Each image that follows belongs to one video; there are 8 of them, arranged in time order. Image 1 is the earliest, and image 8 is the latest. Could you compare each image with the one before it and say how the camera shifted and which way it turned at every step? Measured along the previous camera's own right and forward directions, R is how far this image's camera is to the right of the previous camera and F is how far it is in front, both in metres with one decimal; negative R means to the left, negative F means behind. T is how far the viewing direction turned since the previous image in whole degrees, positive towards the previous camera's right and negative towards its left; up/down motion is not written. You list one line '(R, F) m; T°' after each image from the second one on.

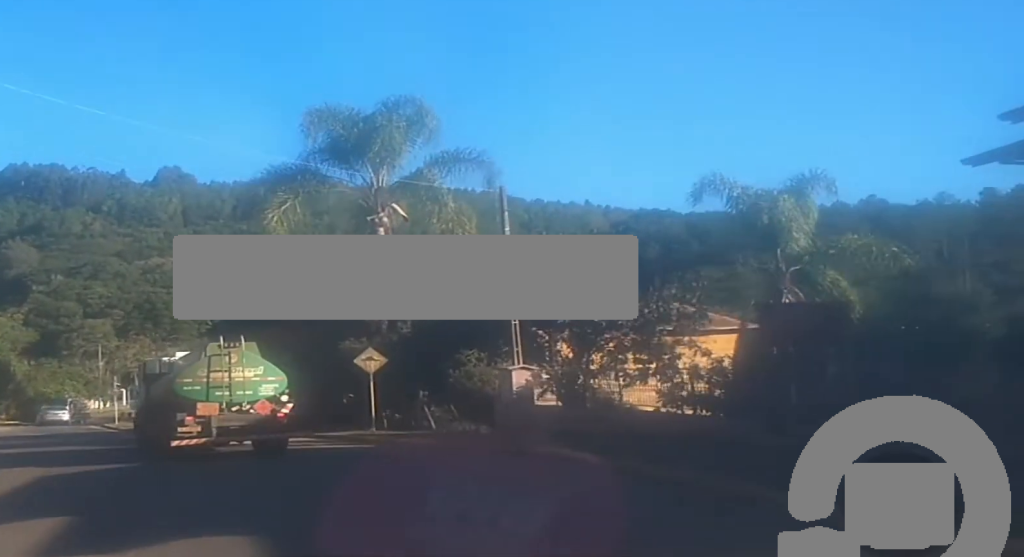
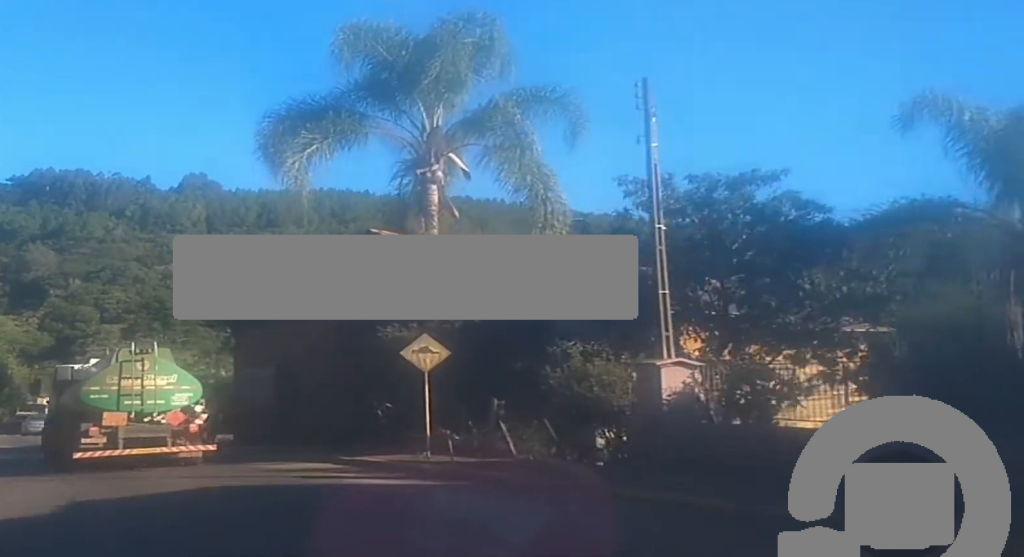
(-0.3, +8.8) m; -3°
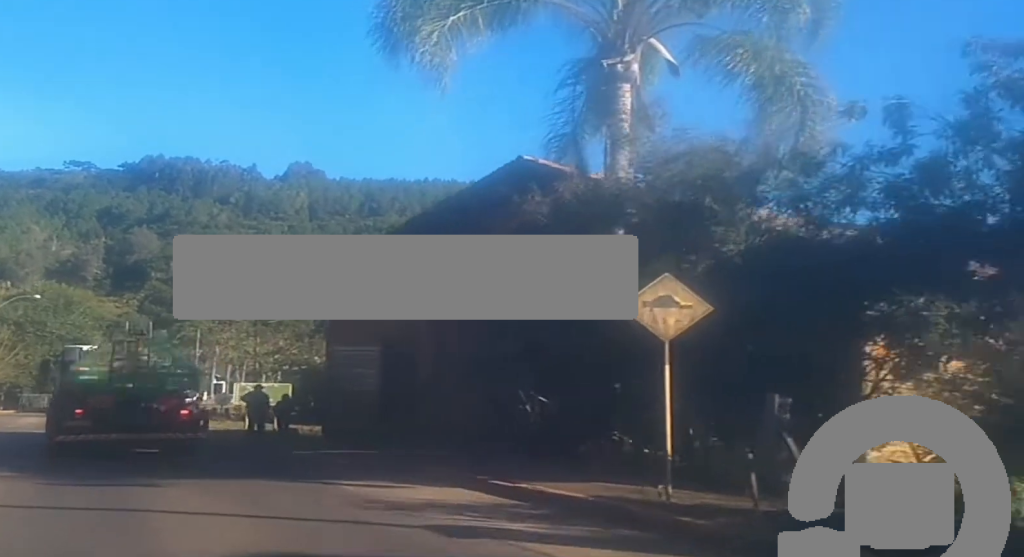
(-0.2, +8.3) m; -4°
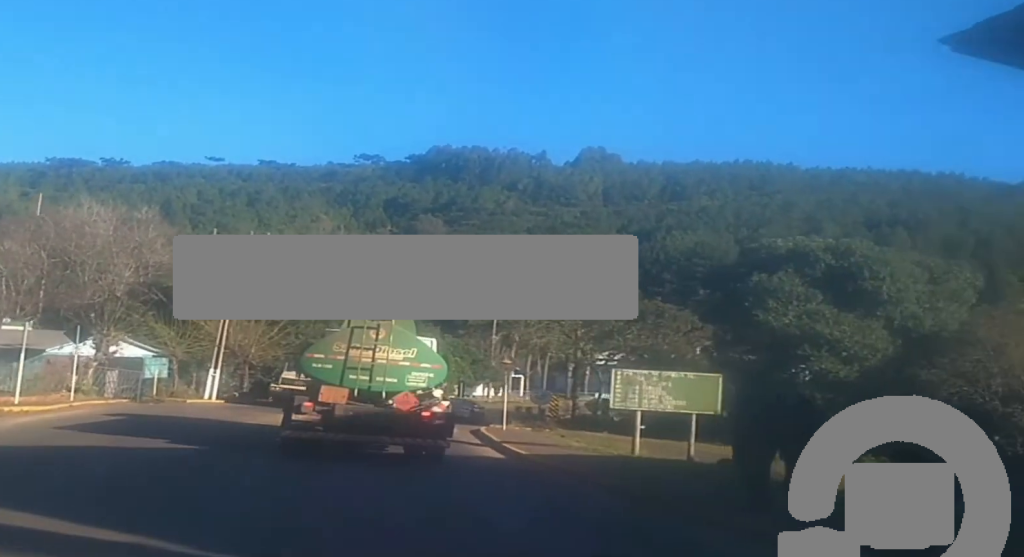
(-2.1, +18.8) m; -13°
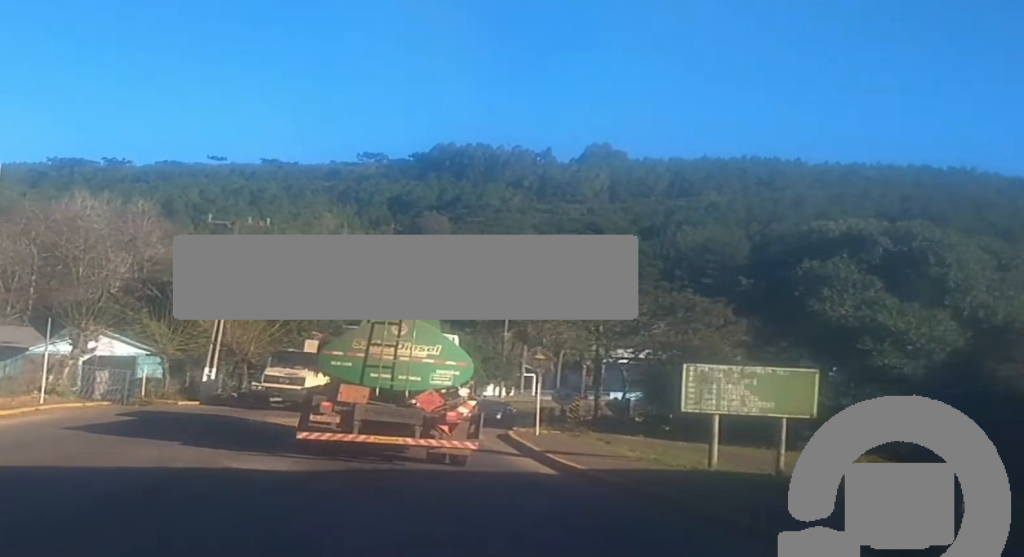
(-0.1, +4.3) m; -2°
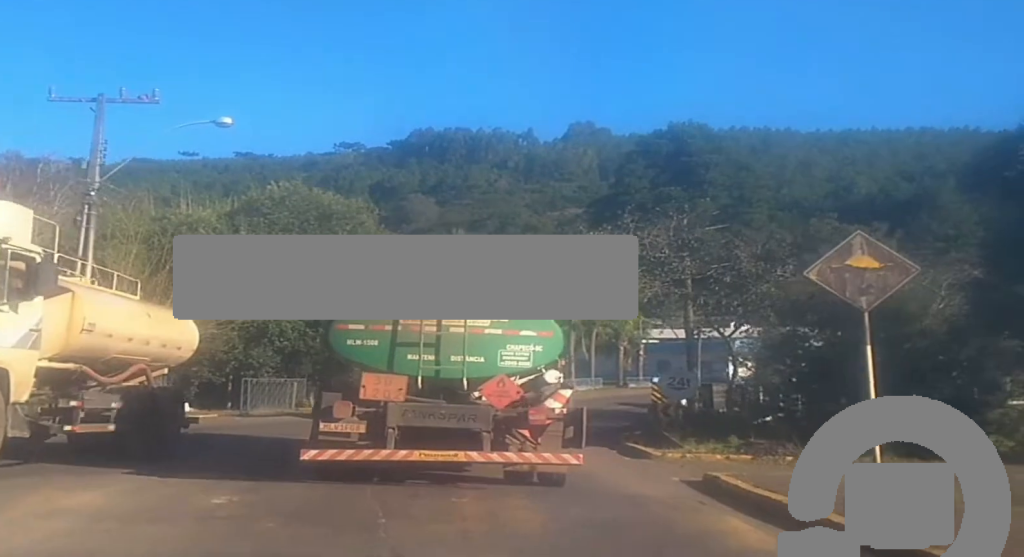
(+0.6, +20.0) m; +4°
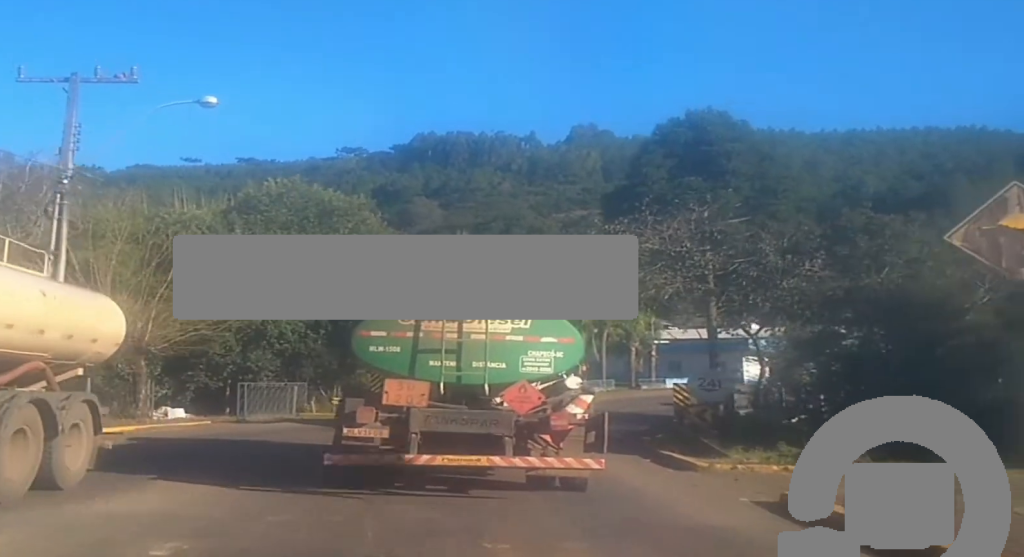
(0.0, +2.5) m; 0°
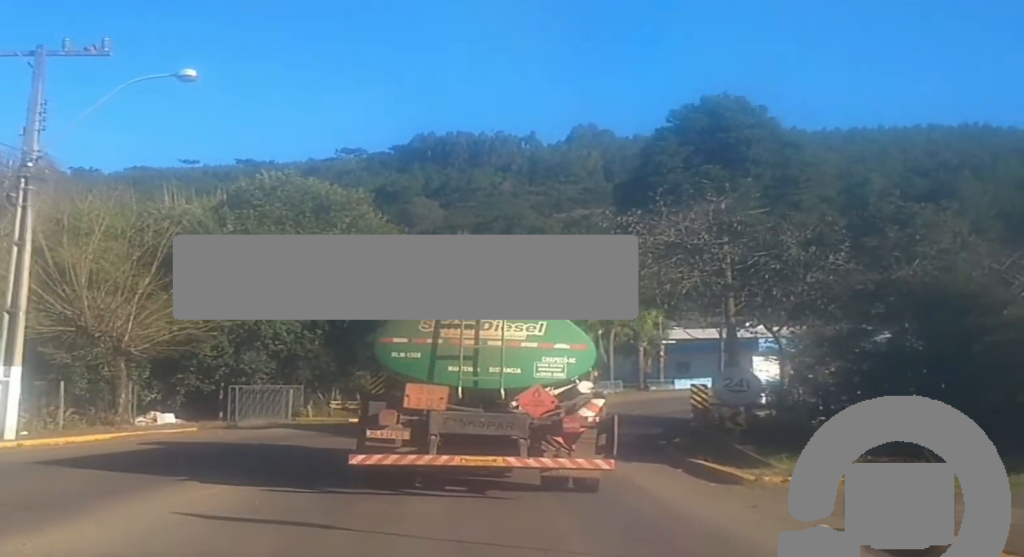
(-0.1, +2.1) m; +1°
